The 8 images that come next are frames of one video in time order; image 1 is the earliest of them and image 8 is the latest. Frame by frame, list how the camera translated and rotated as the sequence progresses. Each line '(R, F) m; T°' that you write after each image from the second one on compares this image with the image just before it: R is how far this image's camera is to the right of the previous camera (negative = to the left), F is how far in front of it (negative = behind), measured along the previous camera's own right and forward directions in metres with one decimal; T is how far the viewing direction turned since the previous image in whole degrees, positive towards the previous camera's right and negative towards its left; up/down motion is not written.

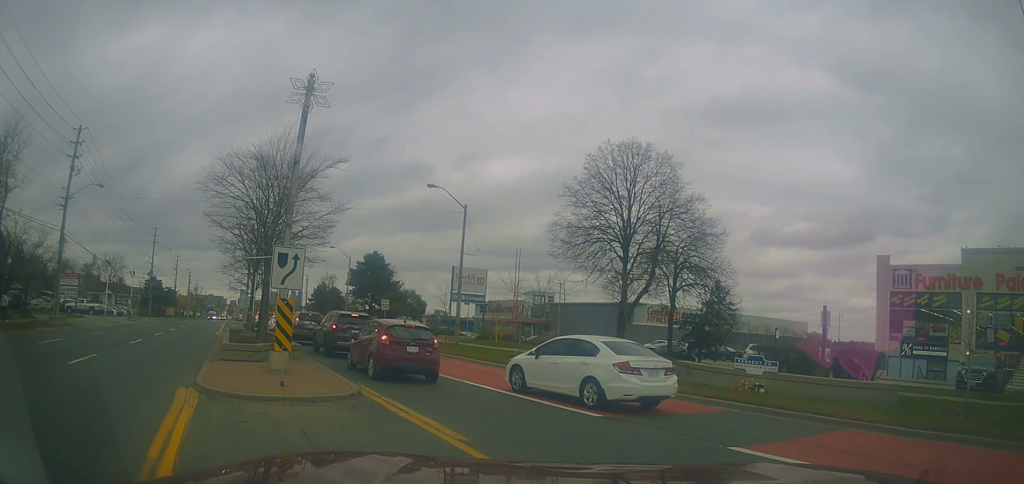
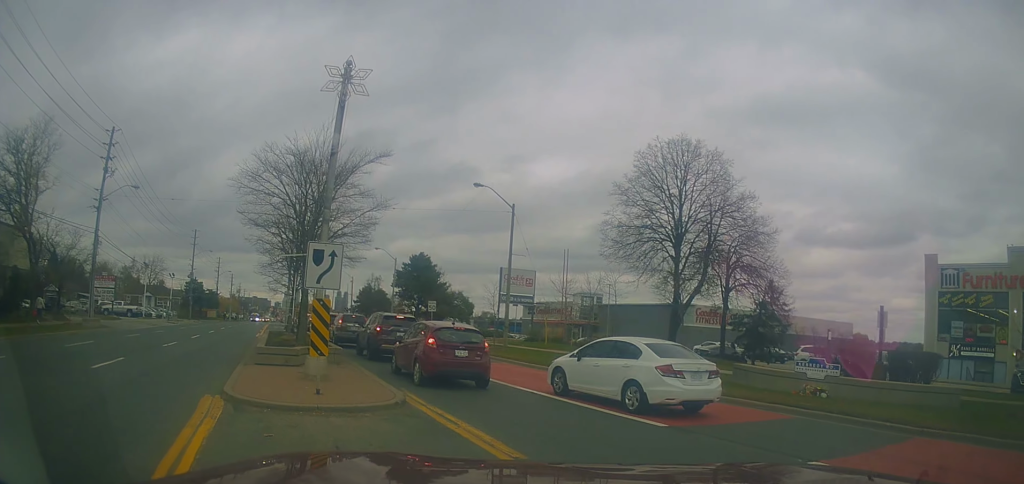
(-0.3, +0.7) m; 0°
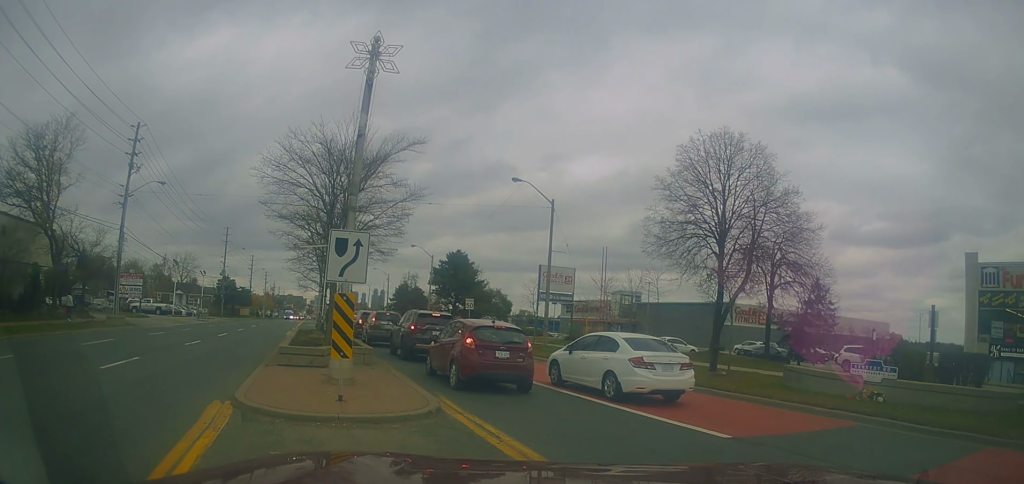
(-0.1, +0.5) m; 0°
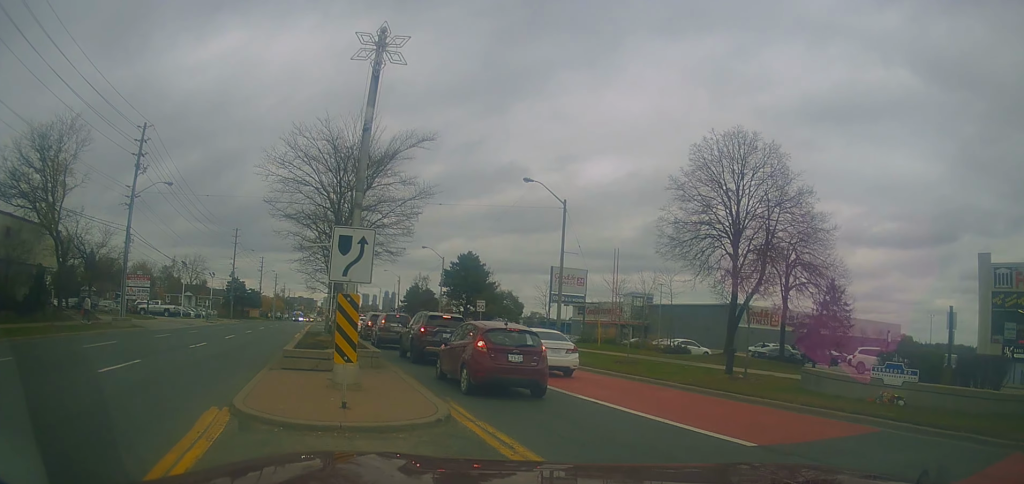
(+0.2, +0.1) m; 0°
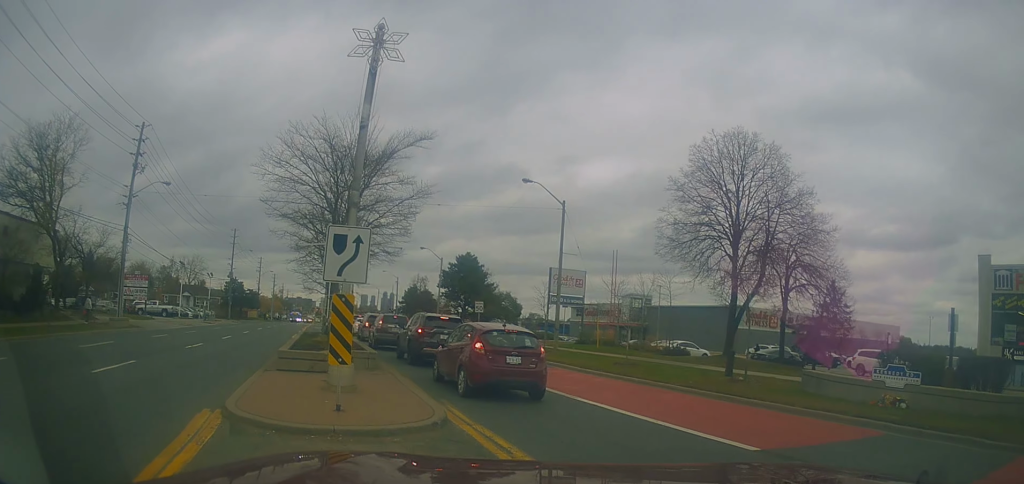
(+0.2, +0.1) m; 0°
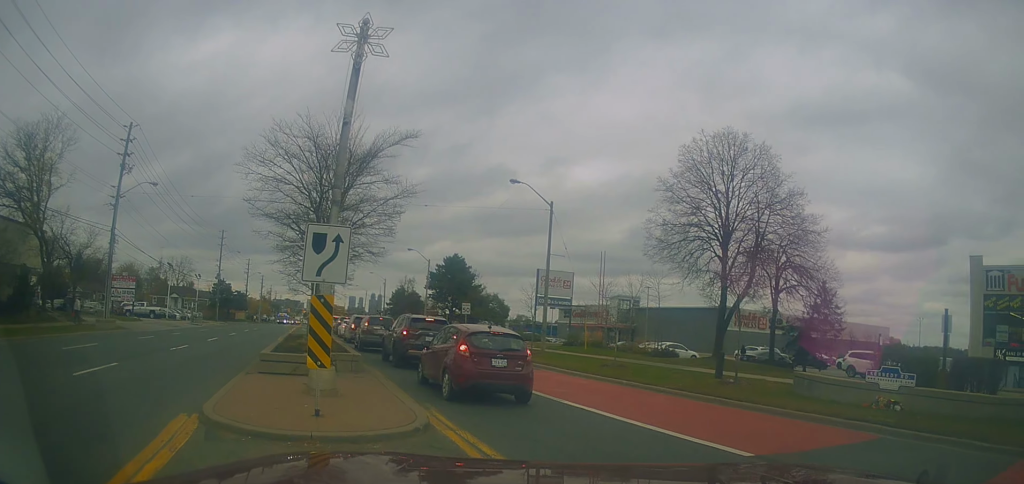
(0.0, +0.3) m; 0°
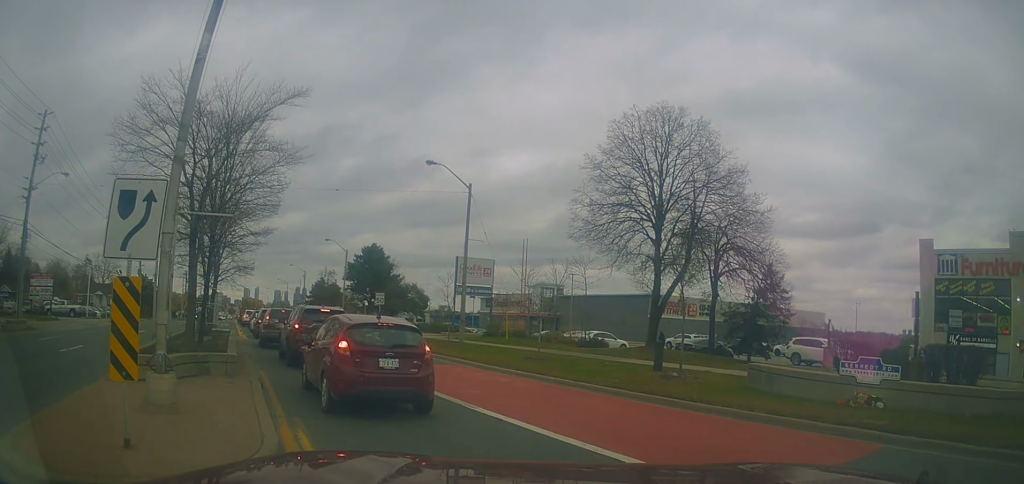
(-0.6, +2.1) m; 0°
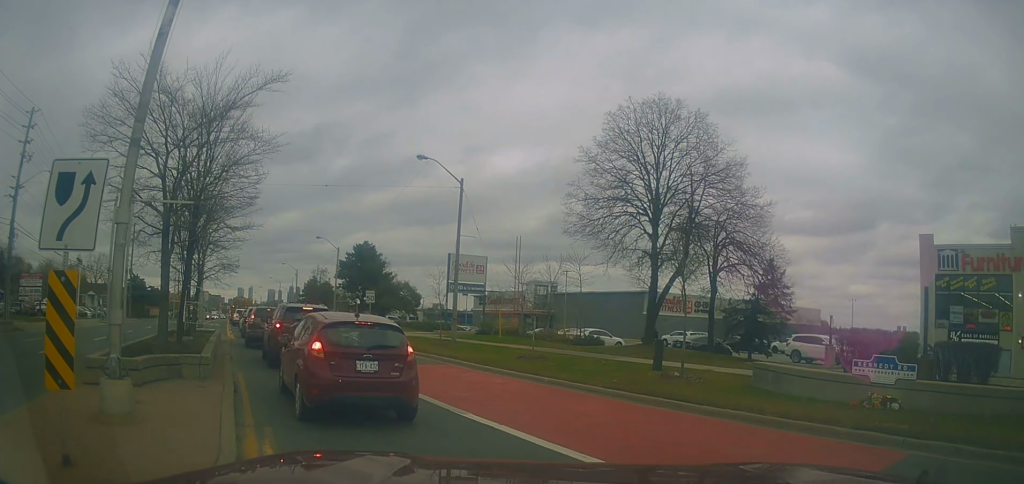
(+0.1, +0.8) m; 0°
